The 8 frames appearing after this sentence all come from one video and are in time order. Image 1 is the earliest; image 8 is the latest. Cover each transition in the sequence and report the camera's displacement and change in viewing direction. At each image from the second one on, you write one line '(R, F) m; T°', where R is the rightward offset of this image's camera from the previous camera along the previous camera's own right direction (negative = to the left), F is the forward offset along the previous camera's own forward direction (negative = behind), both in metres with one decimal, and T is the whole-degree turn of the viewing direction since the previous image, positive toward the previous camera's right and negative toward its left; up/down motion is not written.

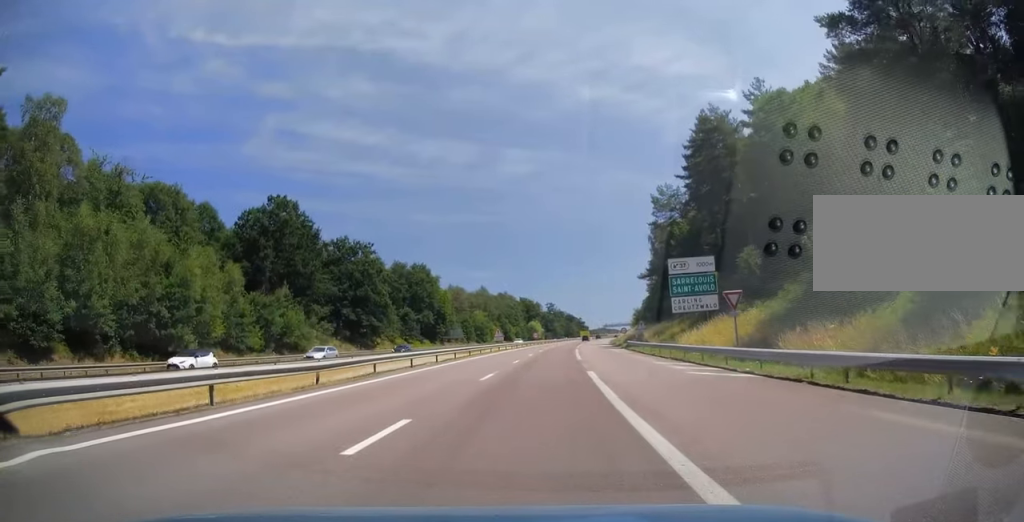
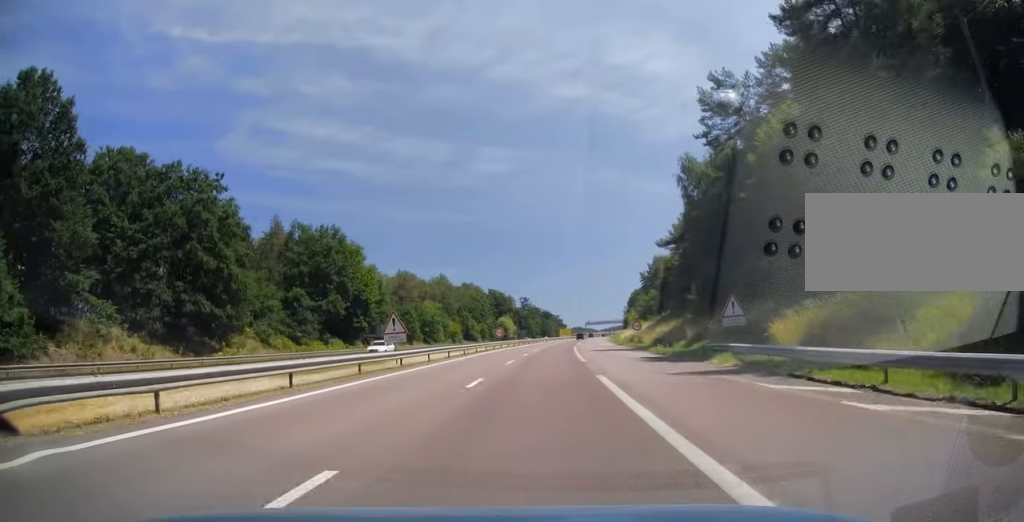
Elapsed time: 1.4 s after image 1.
(+1.4, +43.8) m; +3°
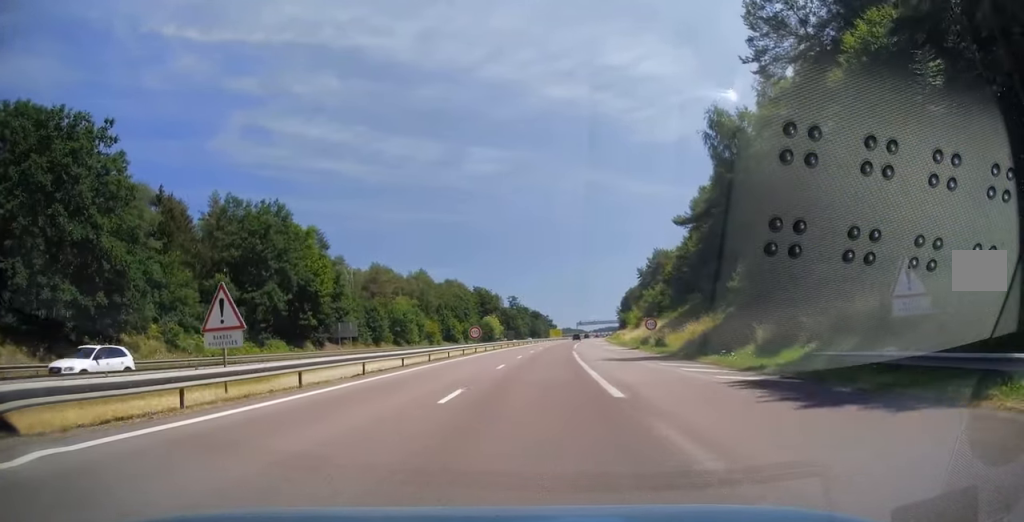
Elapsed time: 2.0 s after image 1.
(+0.2, +17.1) m; 0°
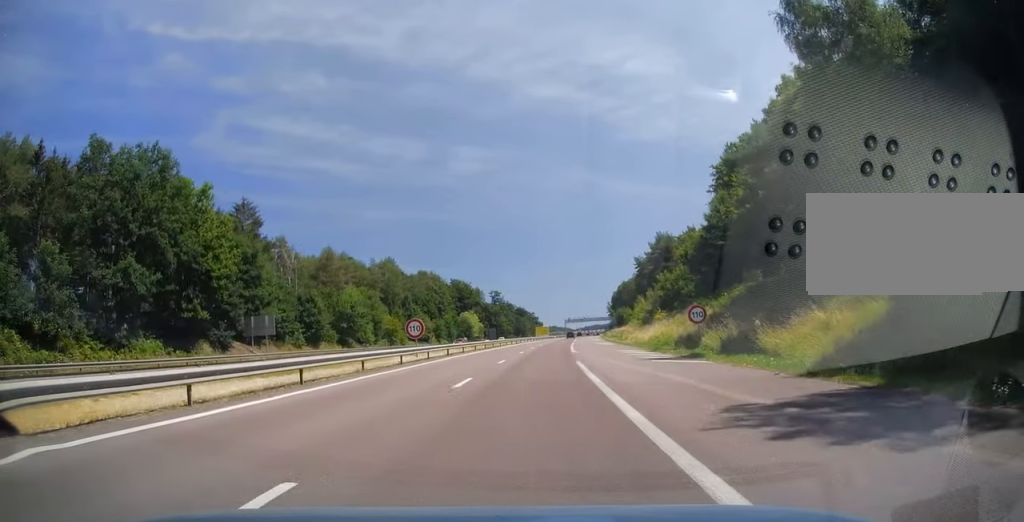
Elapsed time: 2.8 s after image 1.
(+0.1, +23.2) m; +1°
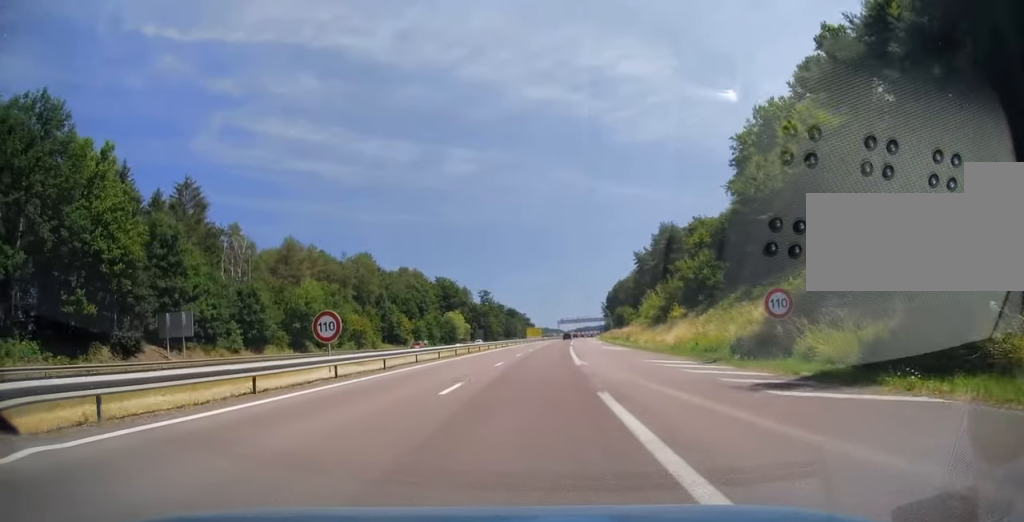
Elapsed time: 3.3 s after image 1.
(-0.1, +14.7) m; +1°
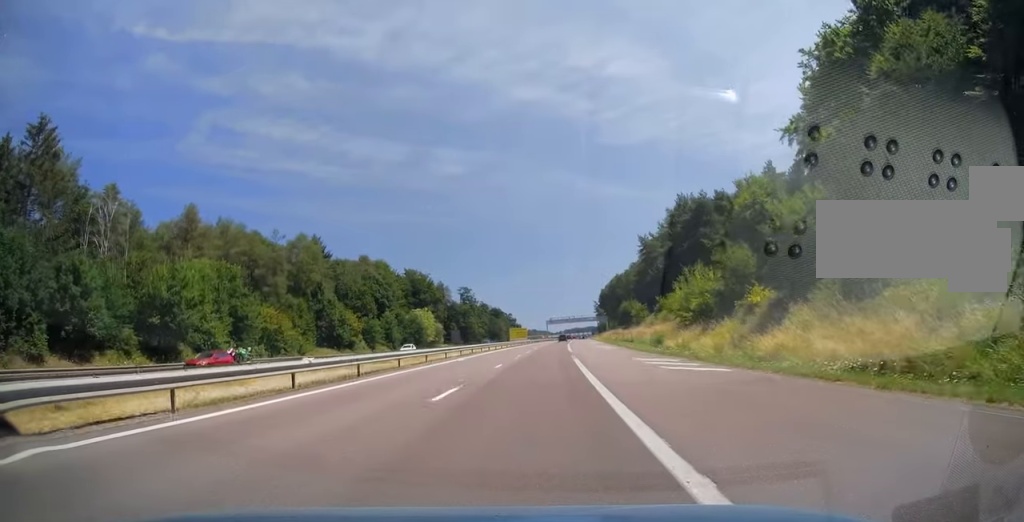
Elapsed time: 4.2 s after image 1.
(+0.7, +27.4) m; +1°
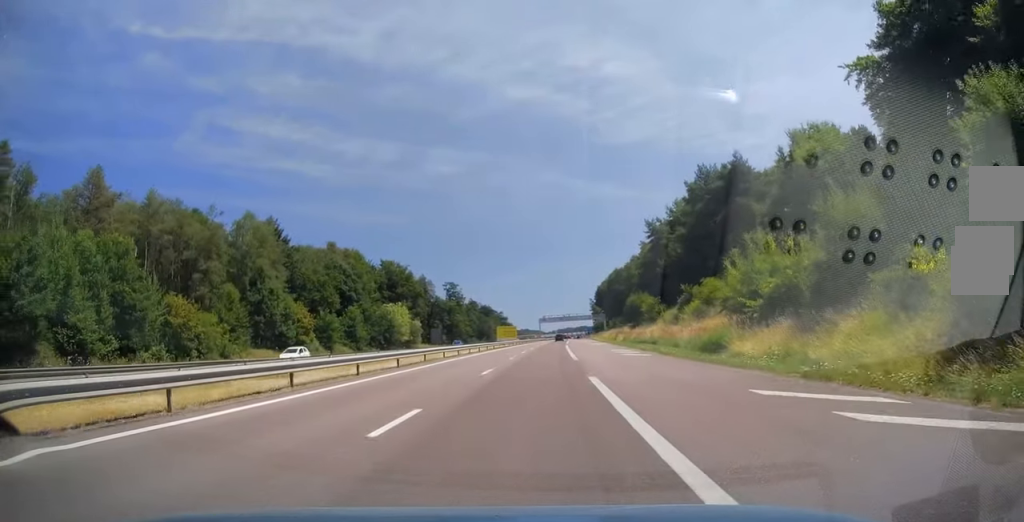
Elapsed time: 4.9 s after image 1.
(-0.1, +17.9) m; +1°
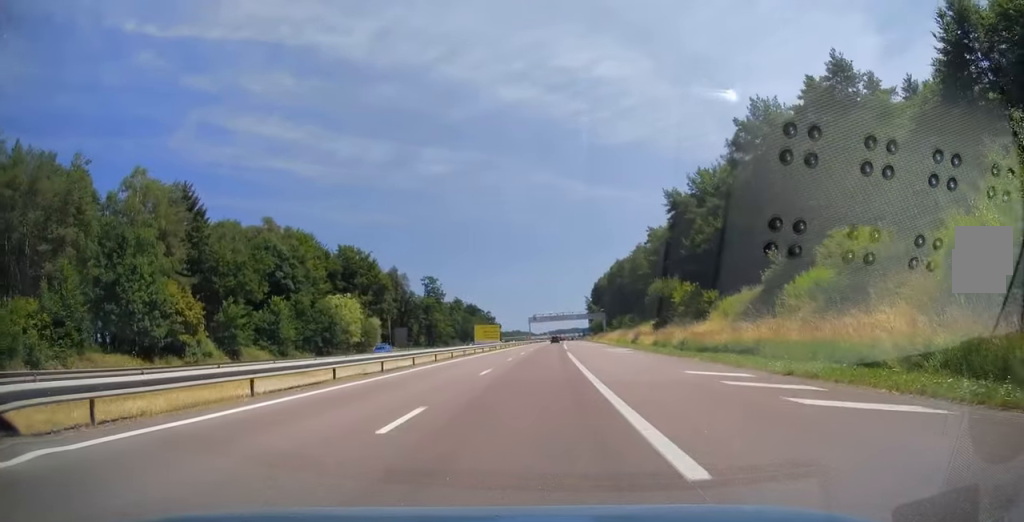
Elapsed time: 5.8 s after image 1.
(+0.3, +26.0) m; +1°
